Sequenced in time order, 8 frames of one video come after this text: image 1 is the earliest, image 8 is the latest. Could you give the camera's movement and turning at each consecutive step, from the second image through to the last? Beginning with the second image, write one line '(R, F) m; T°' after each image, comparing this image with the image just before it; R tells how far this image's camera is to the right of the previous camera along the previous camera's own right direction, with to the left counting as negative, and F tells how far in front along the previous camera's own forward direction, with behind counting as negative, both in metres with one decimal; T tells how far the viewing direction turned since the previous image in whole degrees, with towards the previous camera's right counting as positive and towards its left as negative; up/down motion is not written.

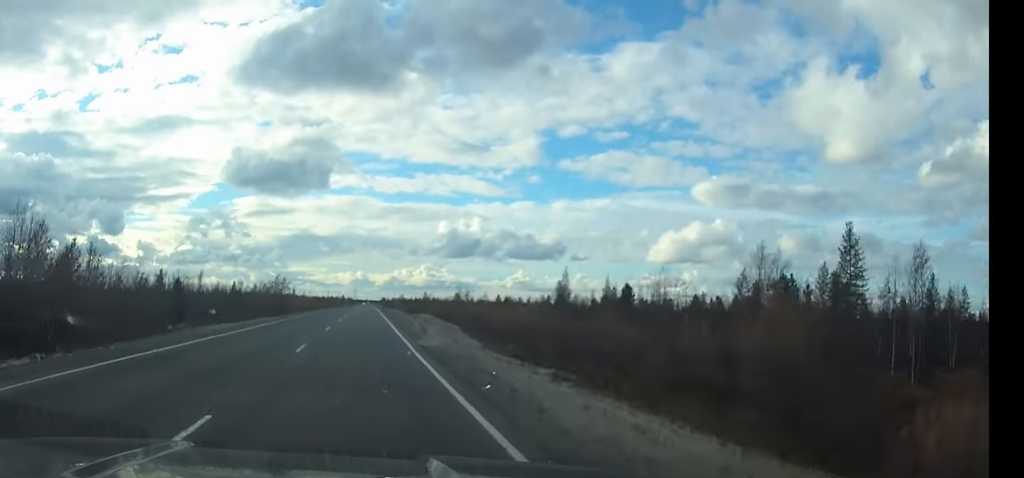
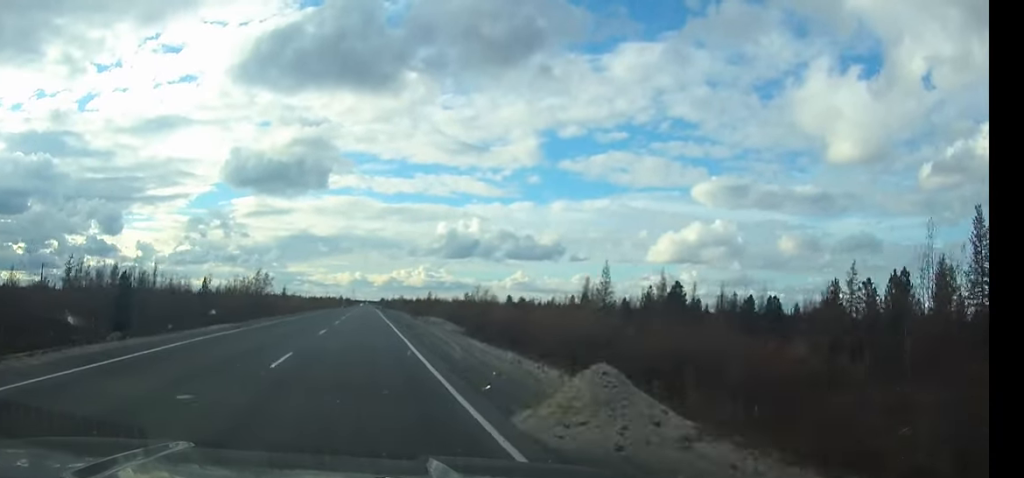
(0.0, +15.9) m; 0°
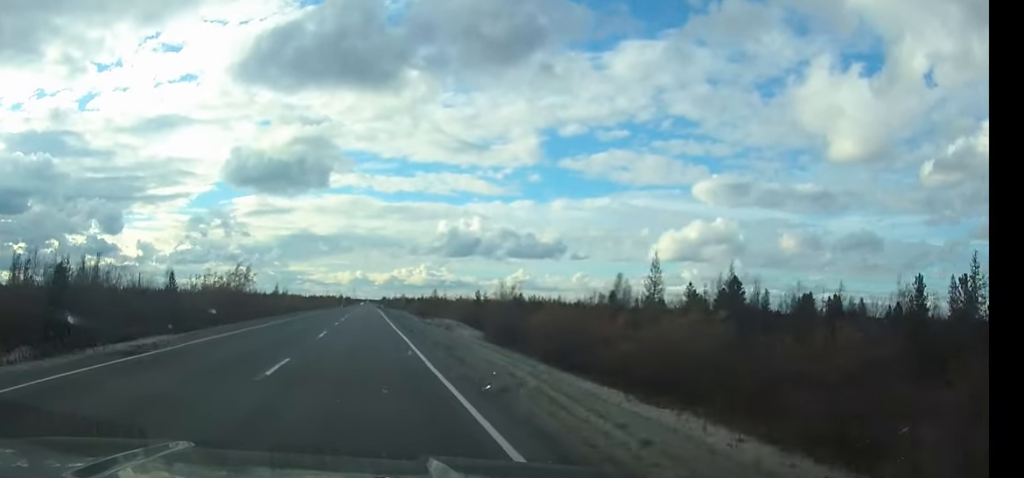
(0.0, +13.1) m; 0°
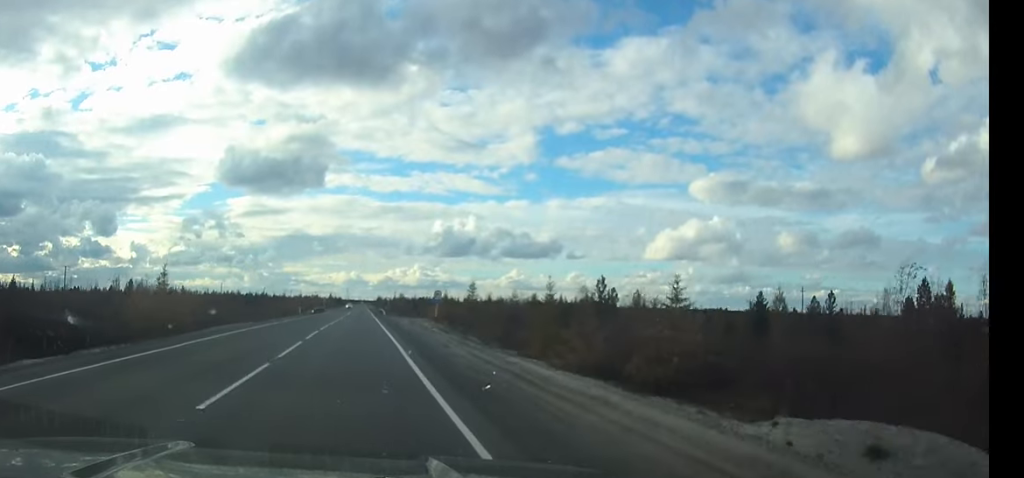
(+0.3, +66.9) m; 0°
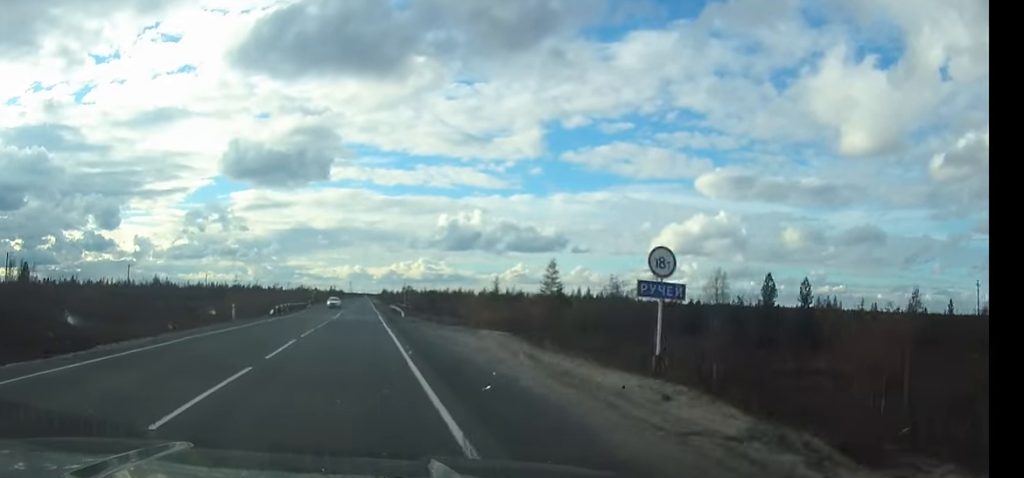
(-0.1, +42.3) m; 0°
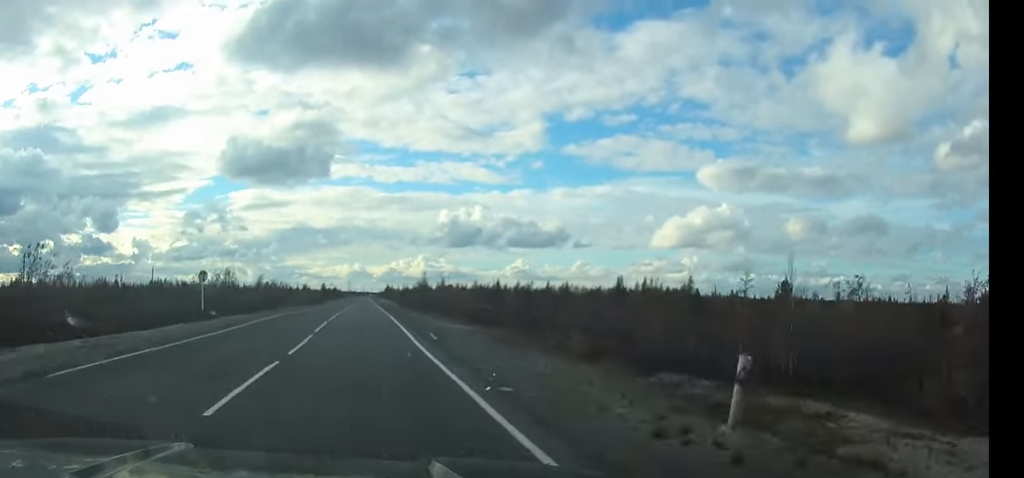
(-0.2, +86.2) m; 0°
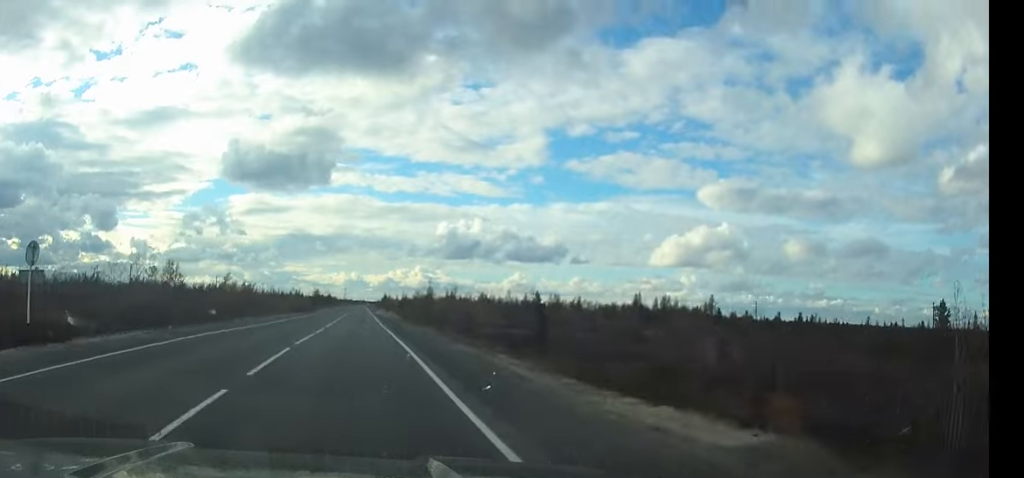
(0.0, +21.7) m; 0°
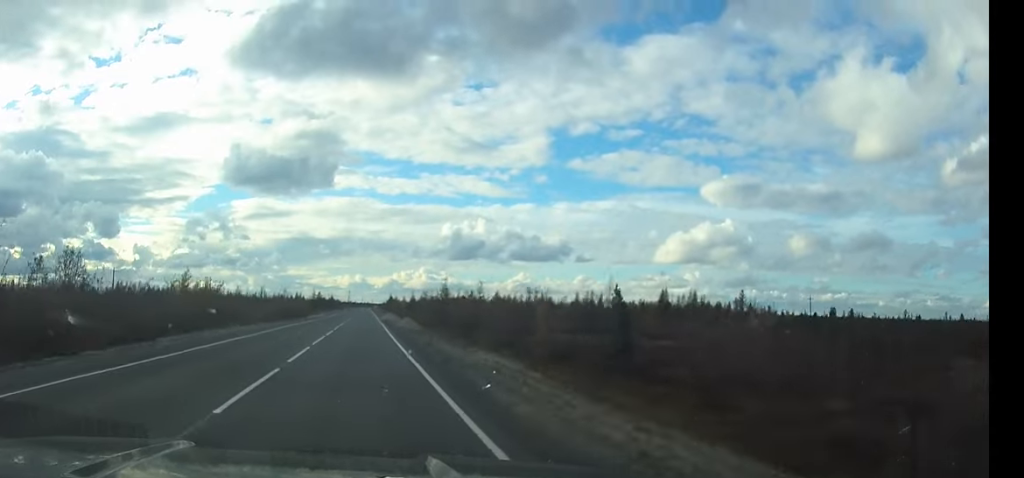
(0.0, +18.7) m; 0°
